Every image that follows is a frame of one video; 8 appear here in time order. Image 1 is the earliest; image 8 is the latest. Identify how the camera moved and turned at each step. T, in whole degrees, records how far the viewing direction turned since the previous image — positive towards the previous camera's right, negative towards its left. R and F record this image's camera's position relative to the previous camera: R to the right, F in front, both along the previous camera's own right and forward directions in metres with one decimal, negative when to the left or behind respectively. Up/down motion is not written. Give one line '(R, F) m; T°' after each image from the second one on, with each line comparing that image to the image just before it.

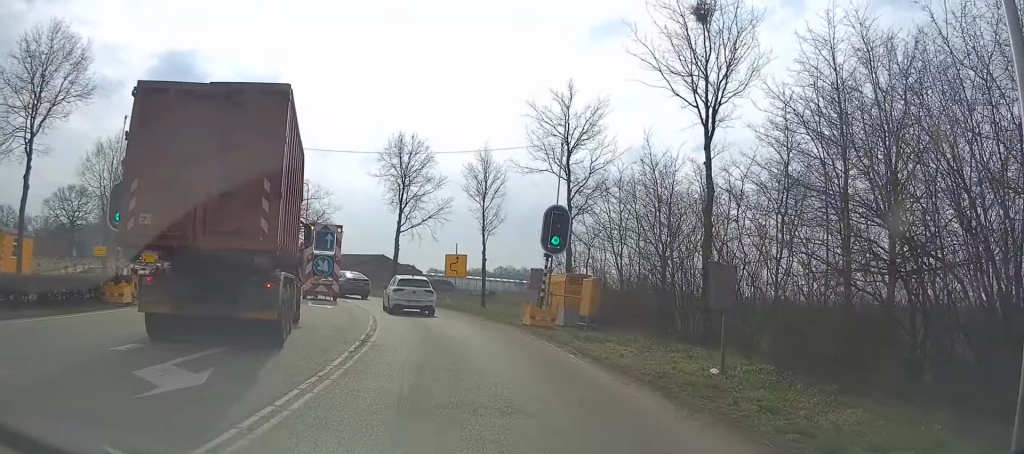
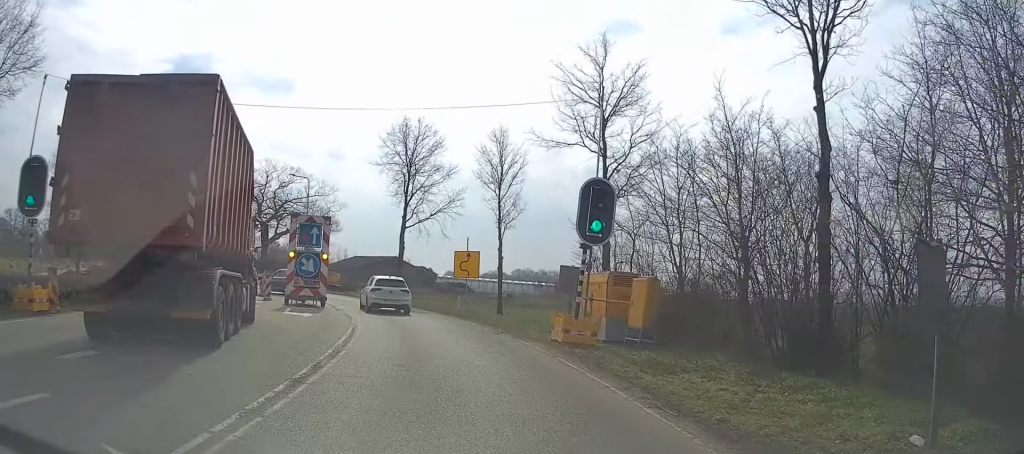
(+0.2, +5.7) m; +1°
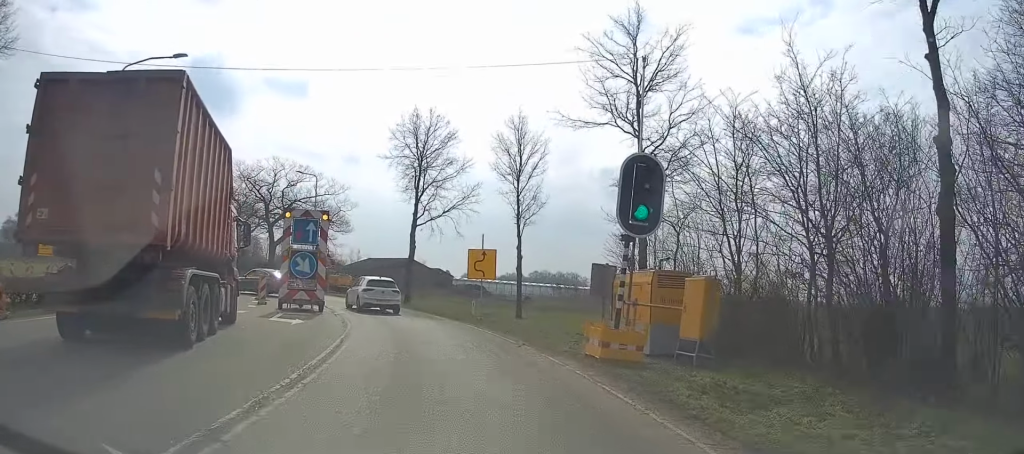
(0.0, +3.2) m; -1°
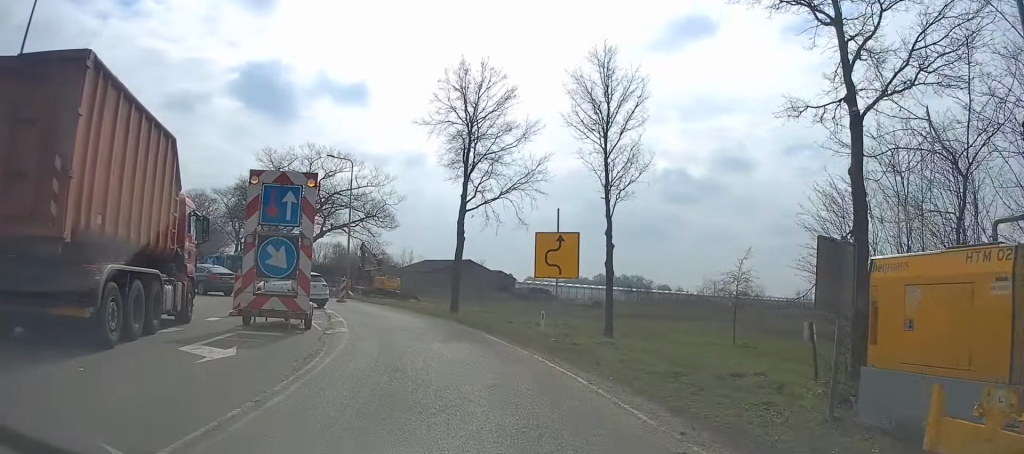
(-0.6, +9.3) m; -6°
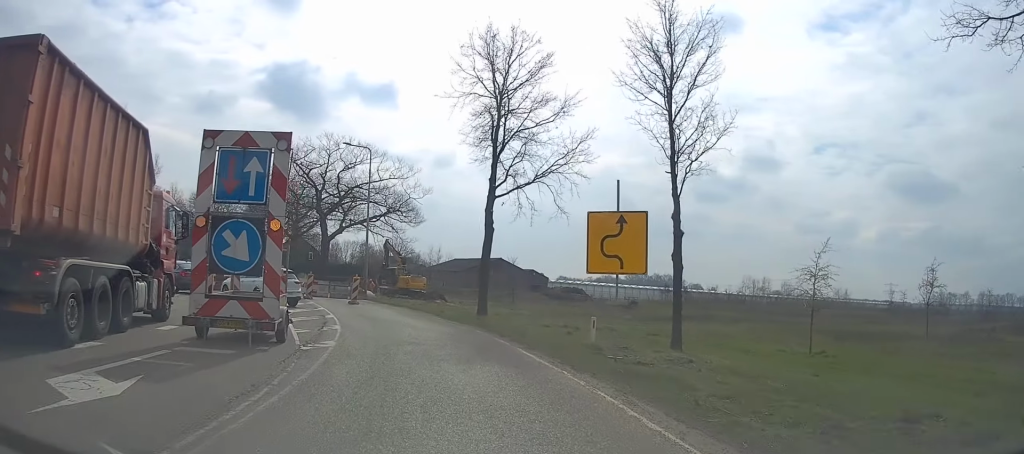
(0.0, +4.4) m; -2°
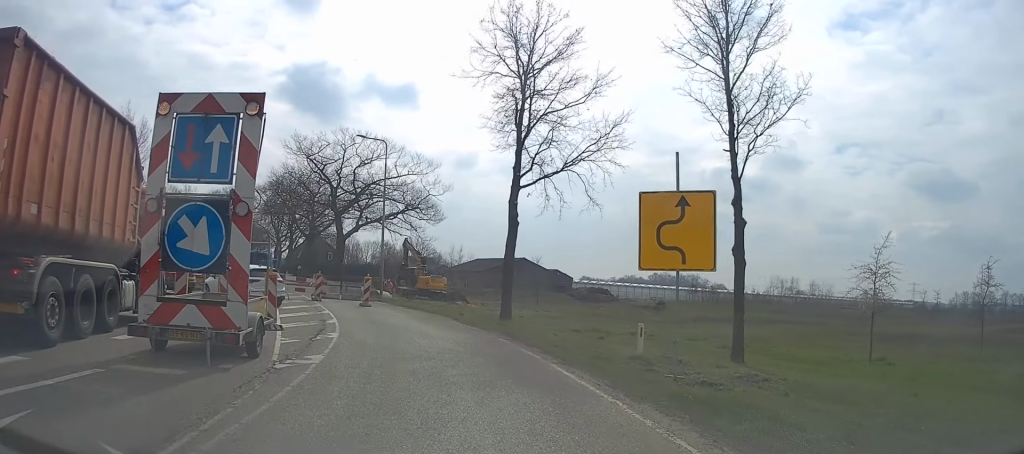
(0.0, +2.7) m; -3°
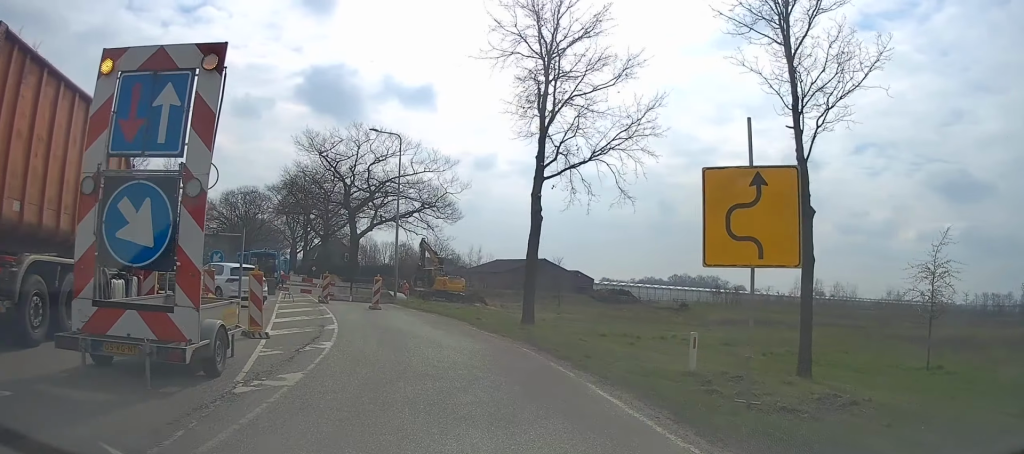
(-0.1, +2.2) m; -2°
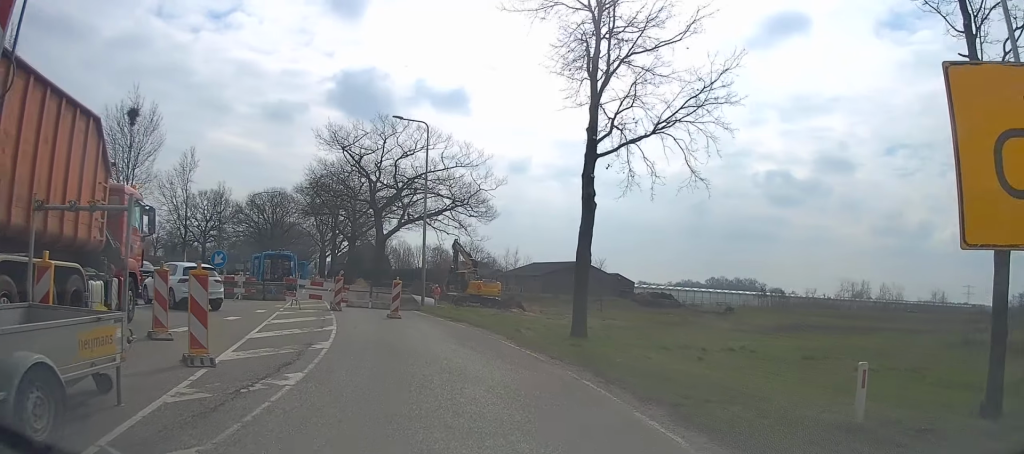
(-0.1, +4.1) m; -3°
